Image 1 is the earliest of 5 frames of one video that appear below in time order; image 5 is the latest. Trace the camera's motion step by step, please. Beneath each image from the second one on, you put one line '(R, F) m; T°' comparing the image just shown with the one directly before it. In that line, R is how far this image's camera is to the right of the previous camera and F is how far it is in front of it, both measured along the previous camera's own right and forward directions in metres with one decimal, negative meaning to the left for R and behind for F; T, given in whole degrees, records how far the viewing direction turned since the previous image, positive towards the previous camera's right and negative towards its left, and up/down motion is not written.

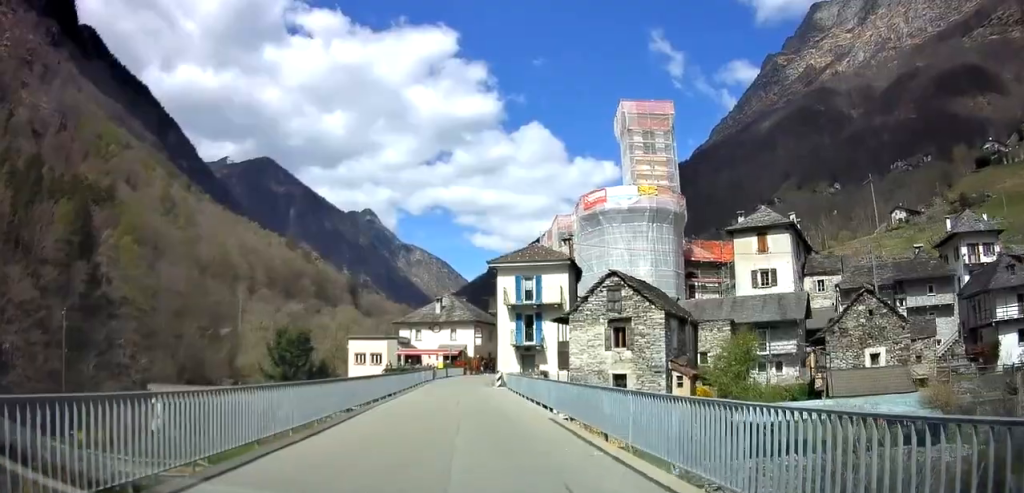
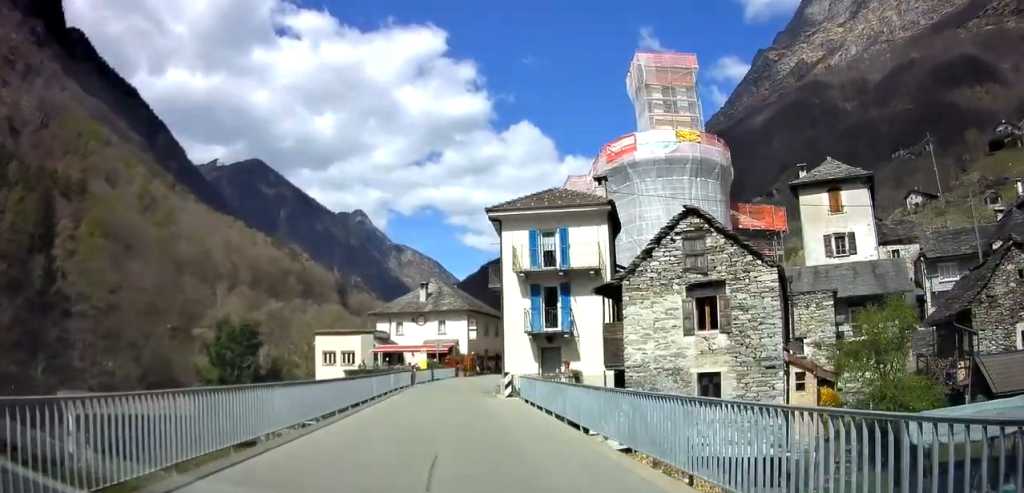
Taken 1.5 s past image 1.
(-0.1, +12.9) m; +1°
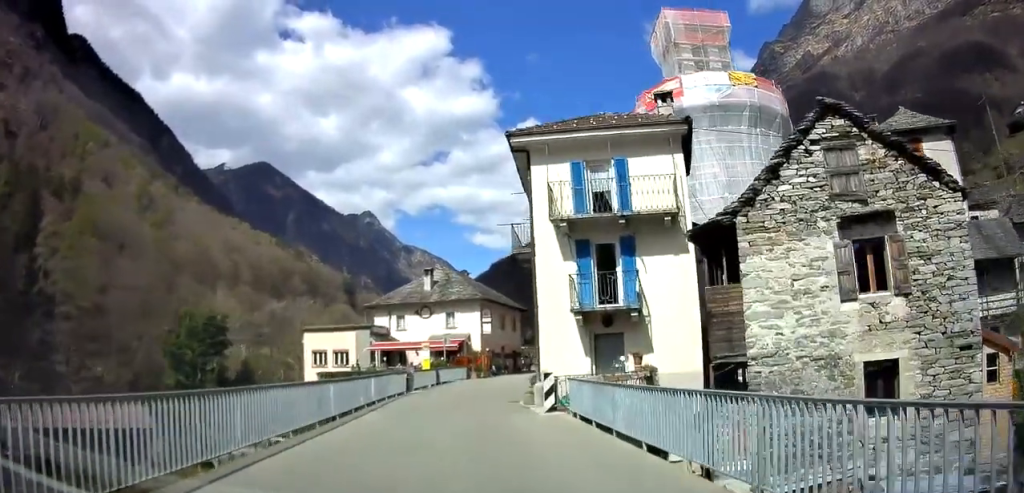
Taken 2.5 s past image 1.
(+0.1, +8.7) m; 0°
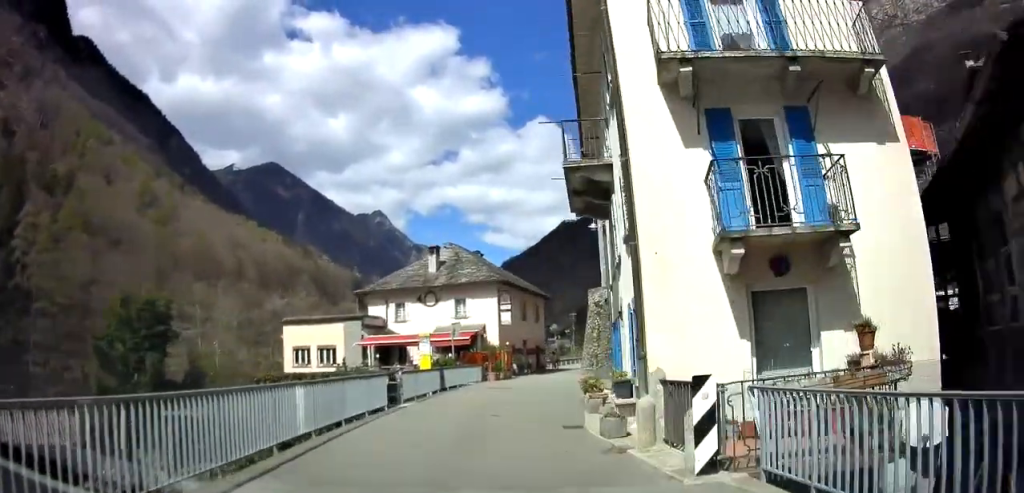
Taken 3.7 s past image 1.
(-0.1, +9.2) m; -2°
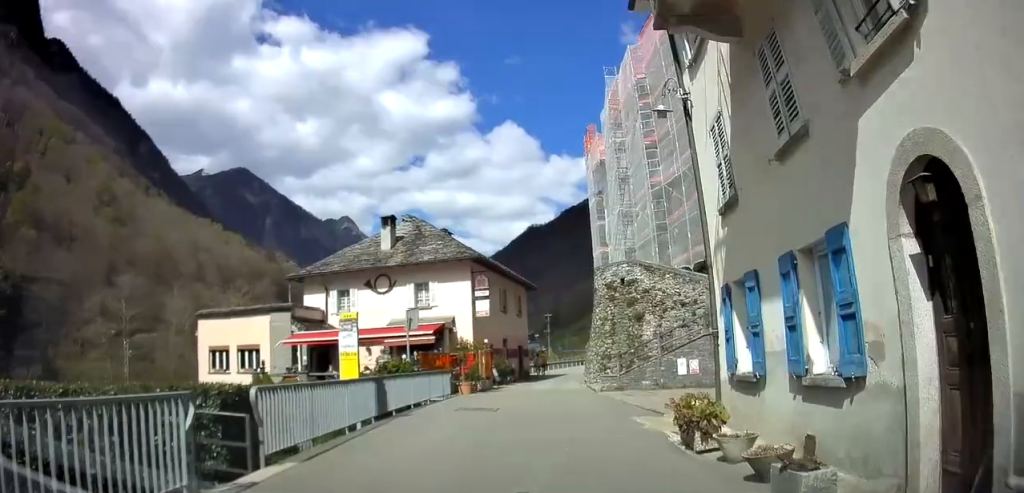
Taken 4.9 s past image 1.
(-0.3, +9.8) m; -1°
